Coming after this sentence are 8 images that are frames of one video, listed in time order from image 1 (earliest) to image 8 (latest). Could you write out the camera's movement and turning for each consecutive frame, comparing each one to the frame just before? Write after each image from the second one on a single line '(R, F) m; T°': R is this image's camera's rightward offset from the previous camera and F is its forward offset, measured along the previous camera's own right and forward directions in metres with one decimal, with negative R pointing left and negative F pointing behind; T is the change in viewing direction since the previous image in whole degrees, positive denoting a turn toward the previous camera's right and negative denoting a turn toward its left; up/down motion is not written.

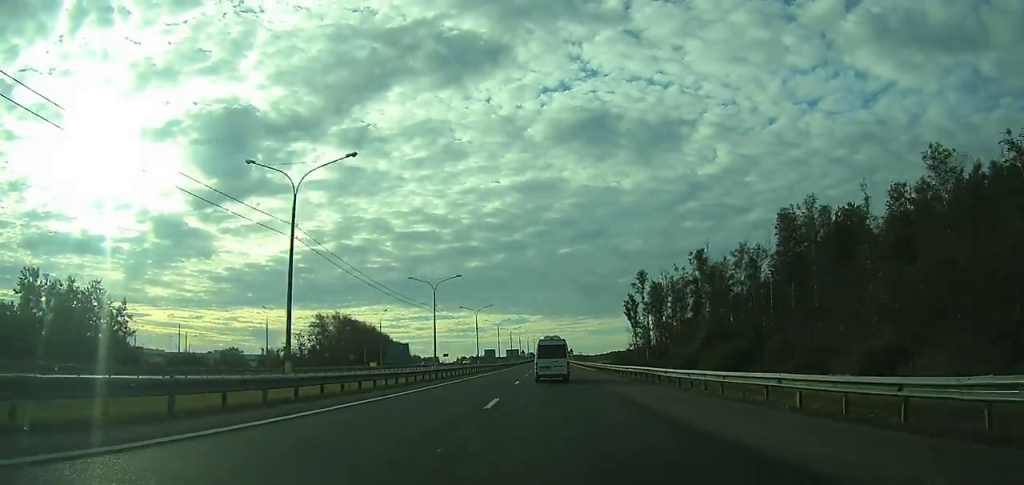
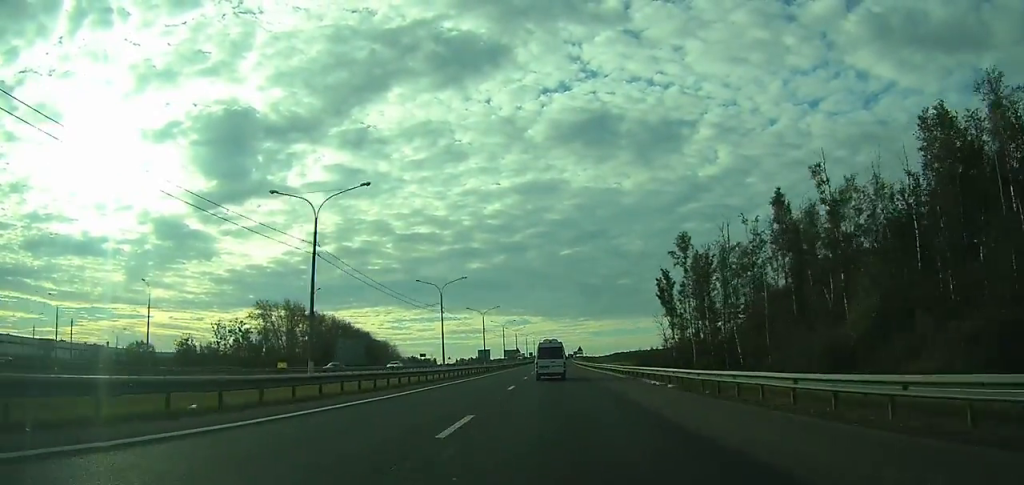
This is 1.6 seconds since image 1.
(-0.1, +37.9) m; 0°
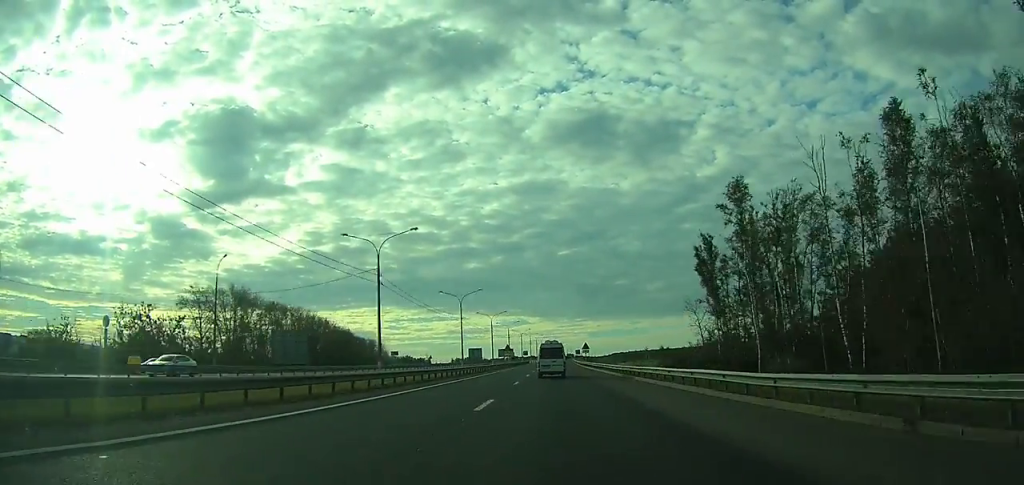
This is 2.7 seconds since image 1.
(+0.1, +25.7) m; 0°
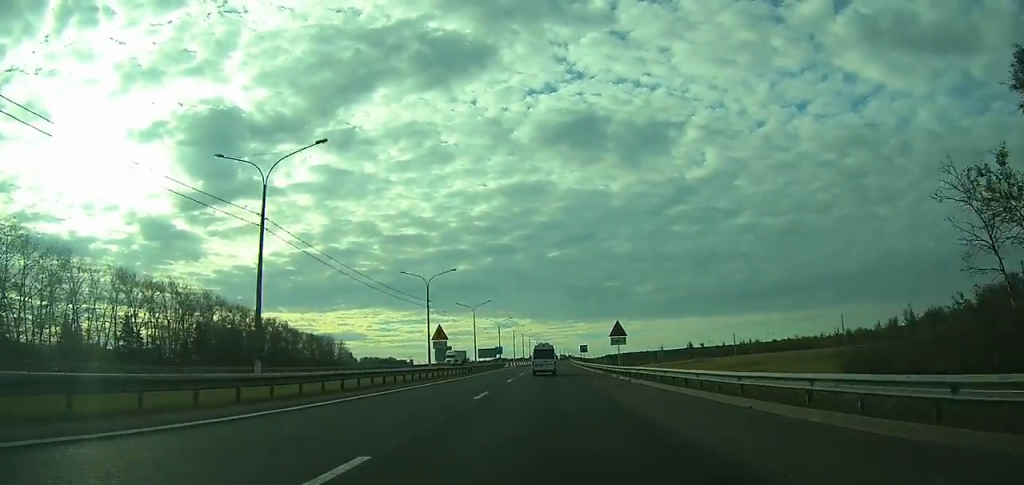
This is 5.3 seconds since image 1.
(+0.3, +56.4) m; 0°
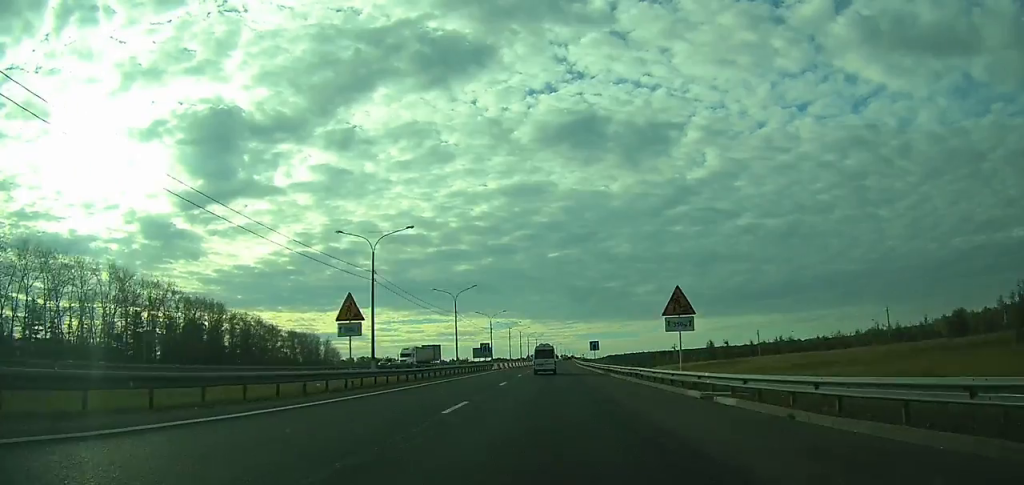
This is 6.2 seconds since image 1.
(0.0, +21.2) m; 0°
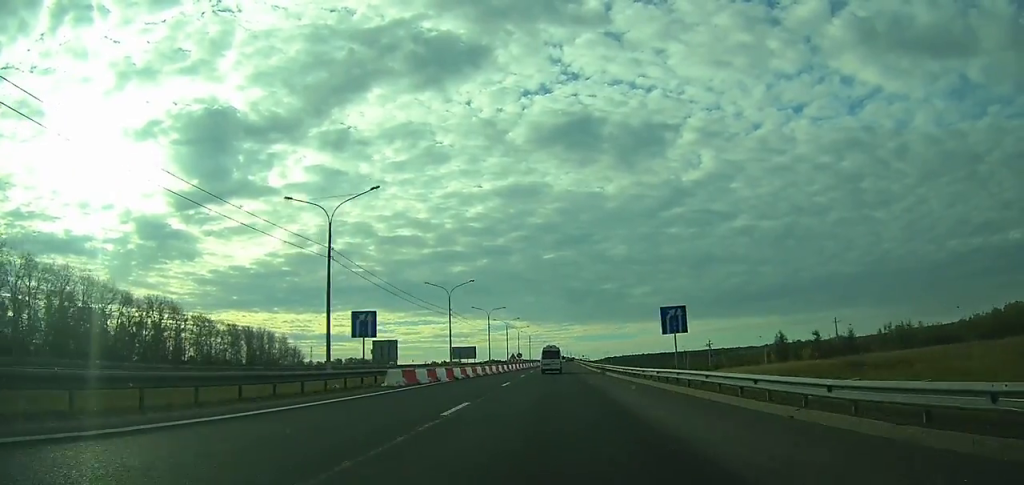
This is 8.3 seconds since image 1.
(0.0, +50.0) m; 0°
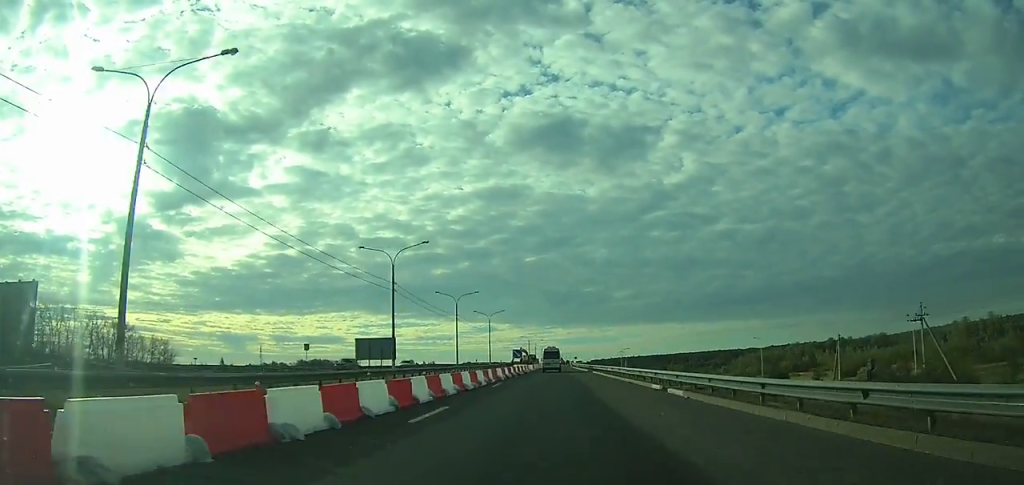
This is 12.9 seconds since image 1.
(+1.4, +97.1) m; +1°
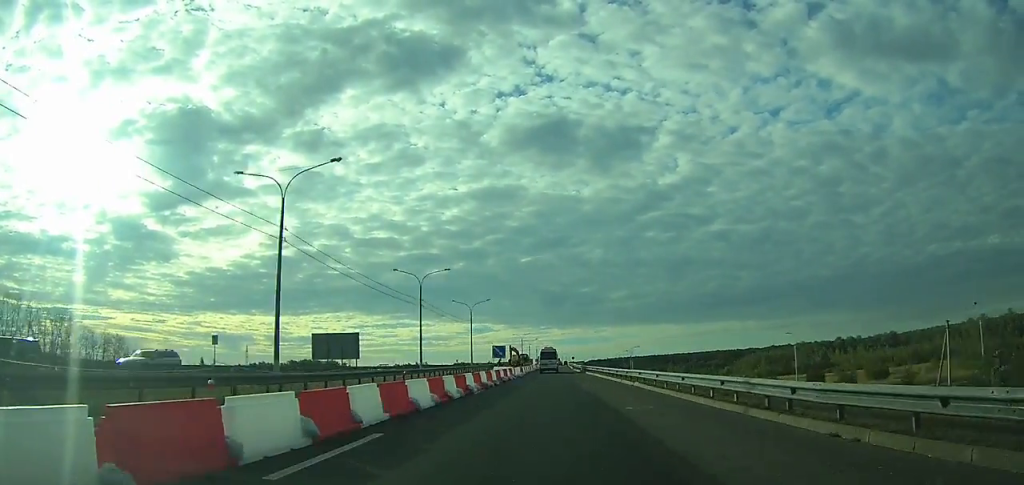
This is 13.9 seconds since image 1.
(0.0, +20.6) m; 0°
